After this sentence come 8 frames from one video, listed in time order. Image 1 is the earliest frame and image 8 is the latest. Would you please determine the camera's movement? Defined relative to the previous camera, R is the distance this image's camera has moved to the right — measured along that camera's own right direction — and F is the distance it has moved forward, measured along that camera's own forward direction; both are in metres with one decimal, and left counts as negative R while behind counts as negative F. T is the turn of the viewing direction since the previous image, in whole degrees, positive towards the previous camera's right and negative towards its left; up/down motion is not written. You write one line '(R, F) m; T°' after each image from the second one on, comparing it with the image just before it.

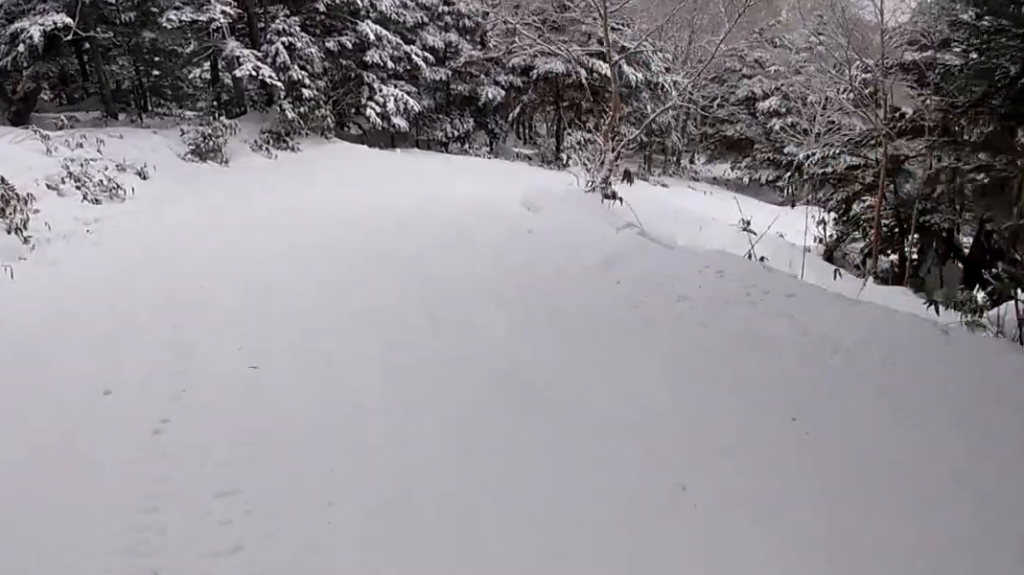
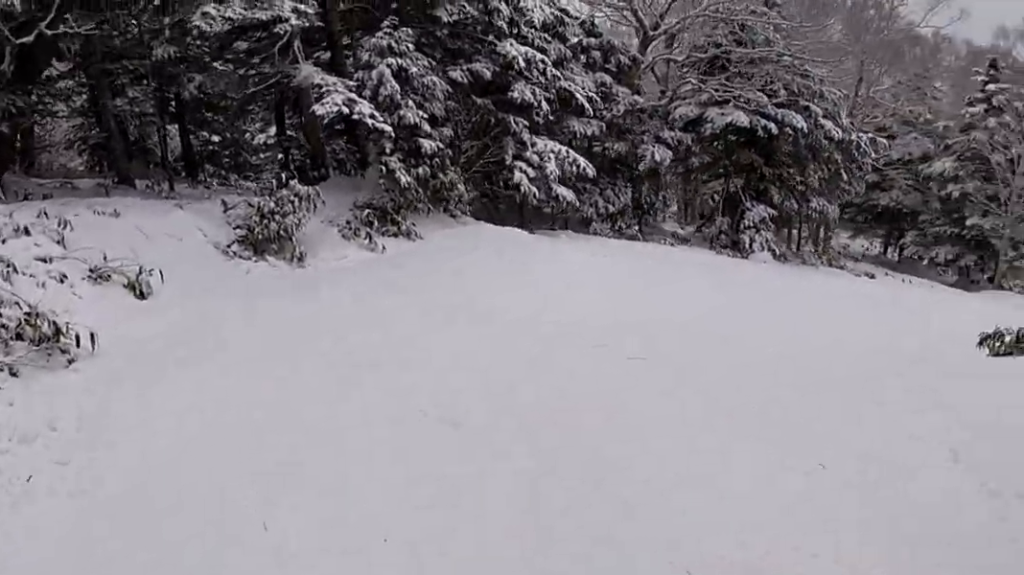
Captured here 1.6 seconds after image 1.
(-0.1, +8.3) m; +8°
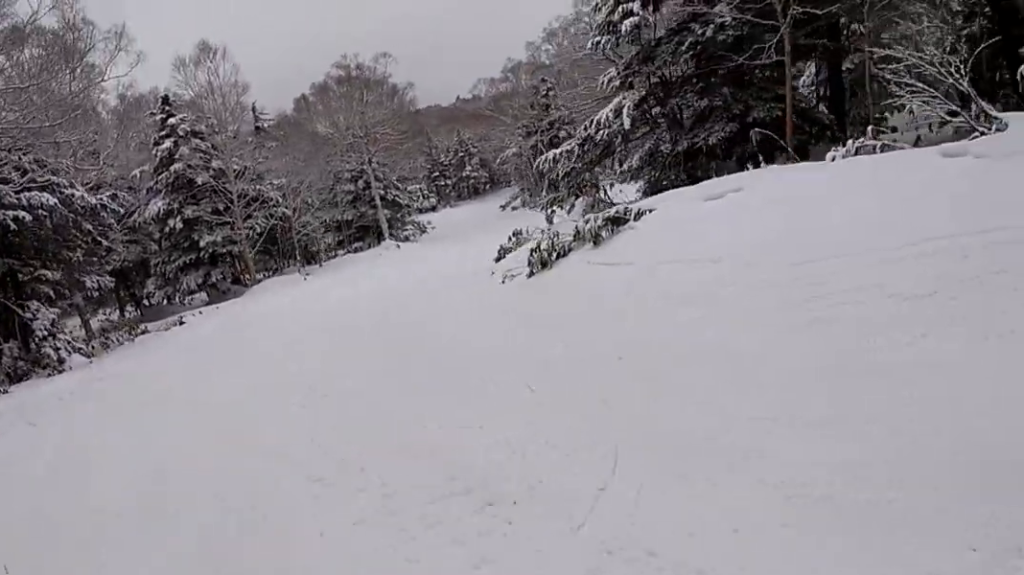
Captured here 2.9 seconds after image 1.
(+1.9, +5.1) m; +54°
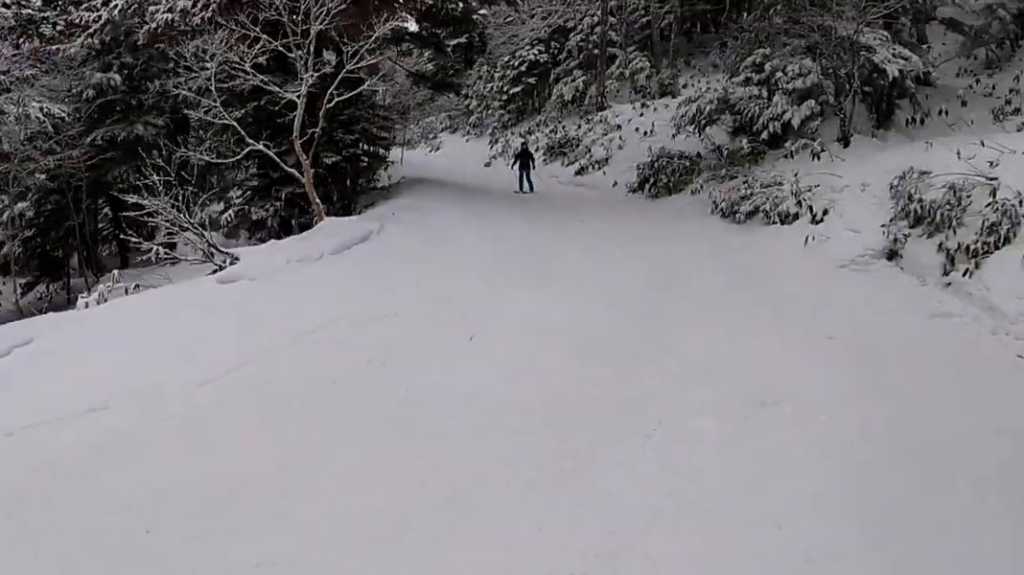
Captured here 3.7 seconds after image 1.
(+1.9, +4.3) m; +26°
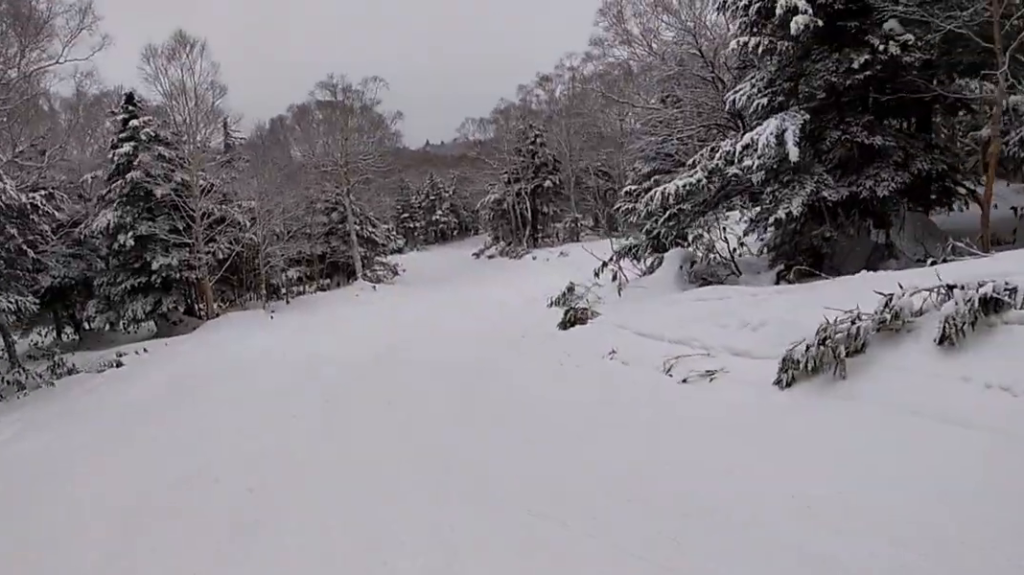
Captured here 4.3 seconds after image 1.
(-0.1, +3.9) m; +6°
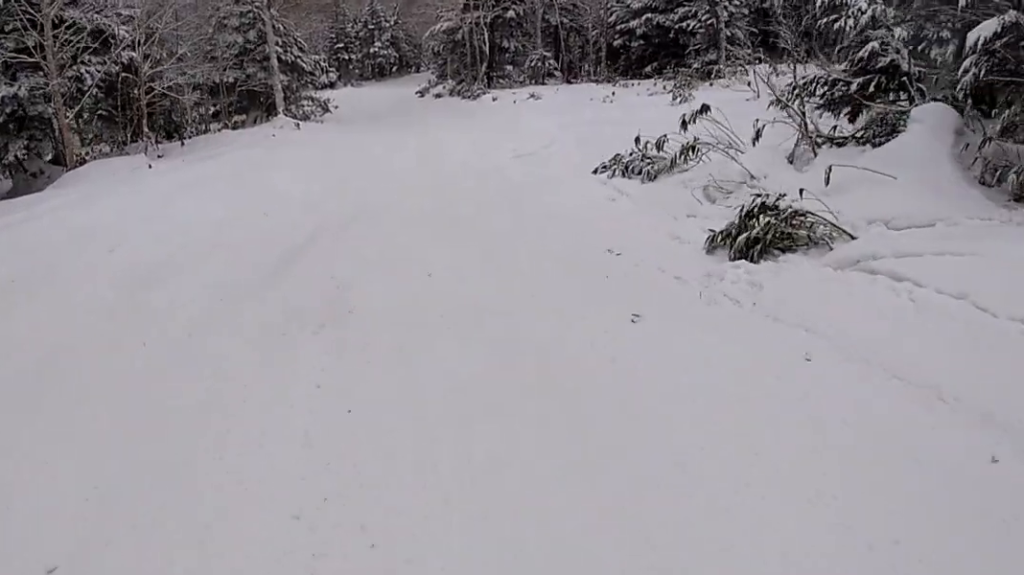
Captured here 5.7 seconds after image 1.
(+1.2, +9.7) m; +7°
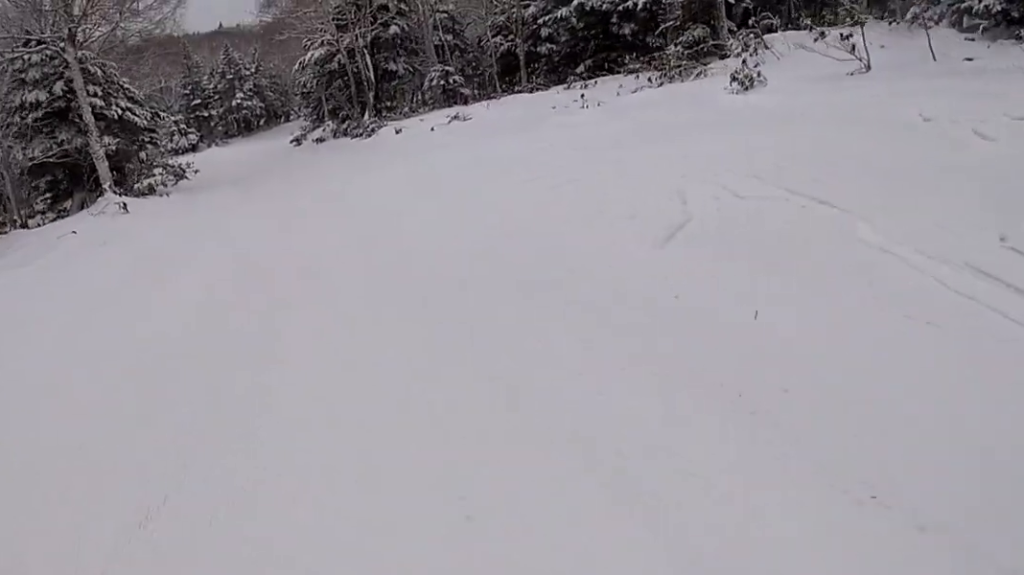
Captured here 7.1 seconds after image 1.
(-0.7, +12.5) m; -9°
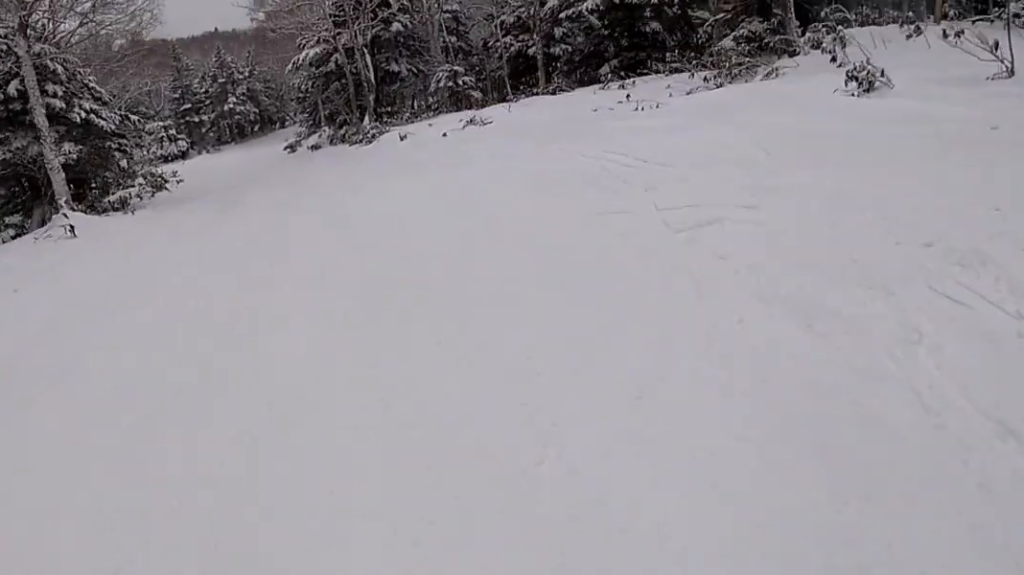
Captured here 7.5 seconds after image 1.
(+0.4, +4.2) m; -5°
